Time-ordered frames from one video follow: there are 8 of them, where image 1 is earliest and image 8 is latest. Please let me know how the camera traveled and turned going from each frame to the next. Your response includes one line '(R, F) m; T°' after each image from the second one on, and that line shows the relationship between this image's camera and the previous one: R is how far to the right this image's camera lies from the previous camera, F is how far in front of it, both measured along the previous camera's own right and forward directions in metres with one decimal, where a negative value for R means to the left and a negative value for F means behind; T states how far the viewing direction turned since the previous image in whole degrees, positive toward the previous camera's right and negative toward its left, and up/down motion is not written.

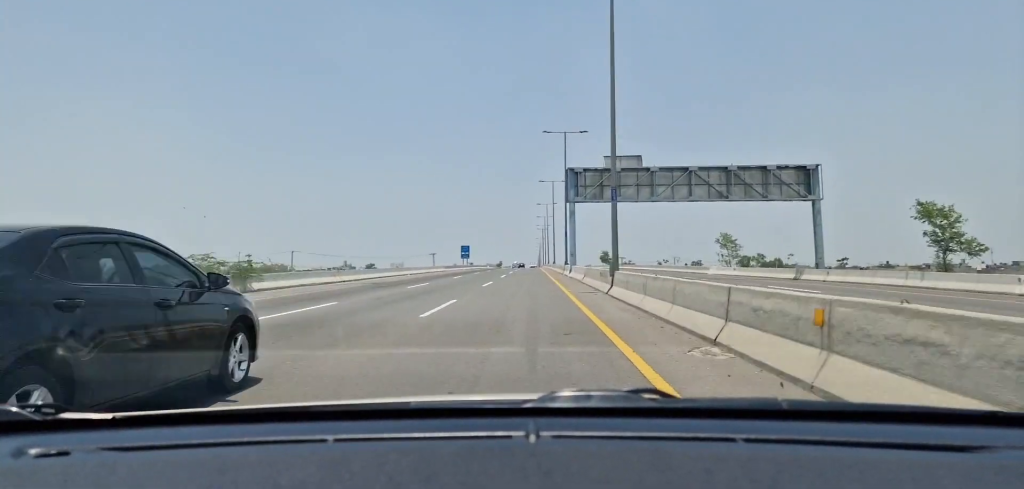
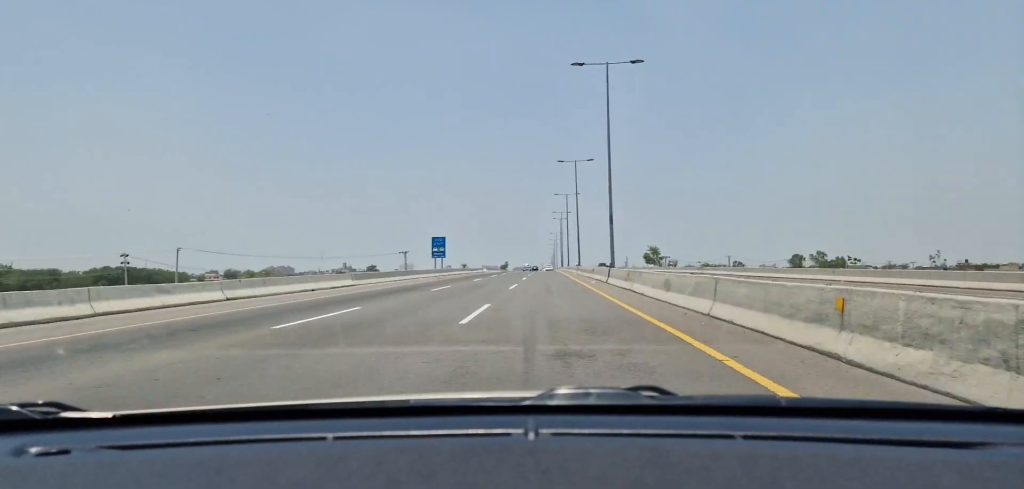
(-0.3, +55.3) m; -1°
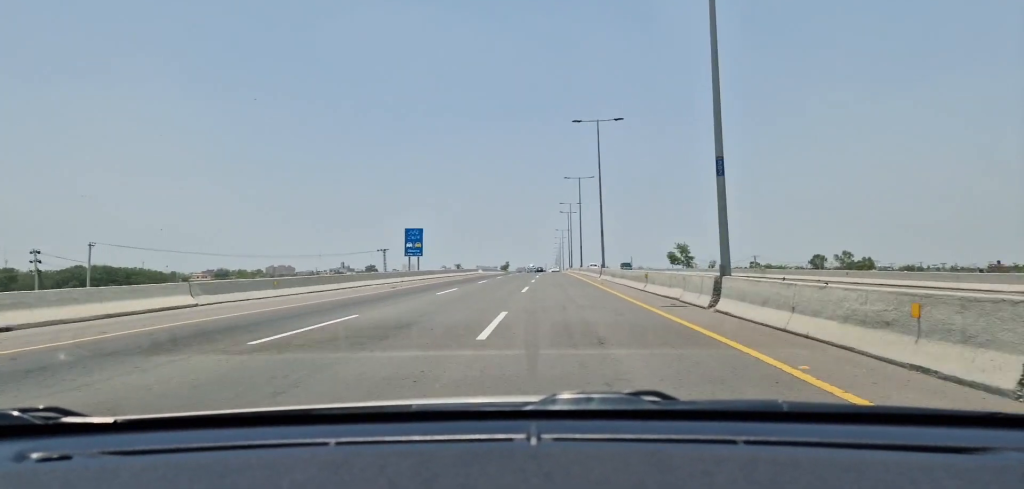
(0.0, +21.3) m; -1°
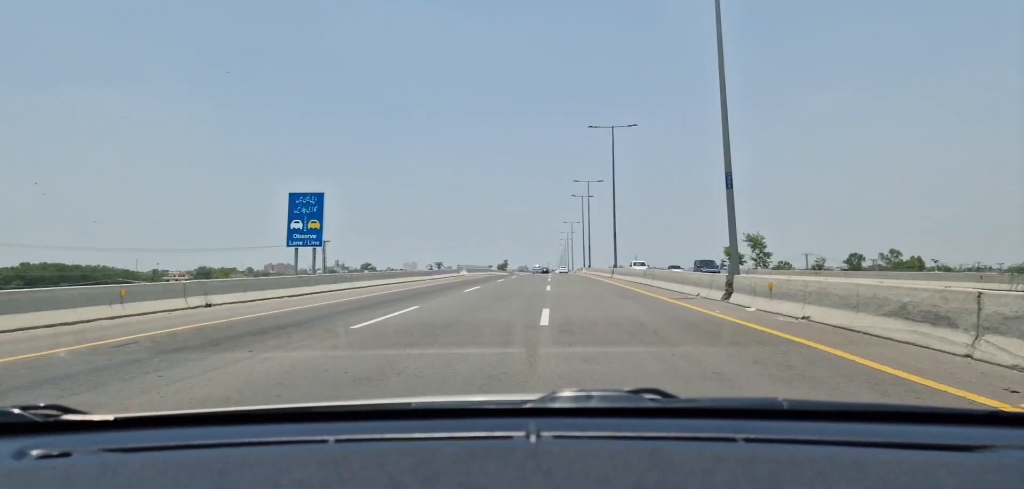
(-0.4, +31.6) m; 0°
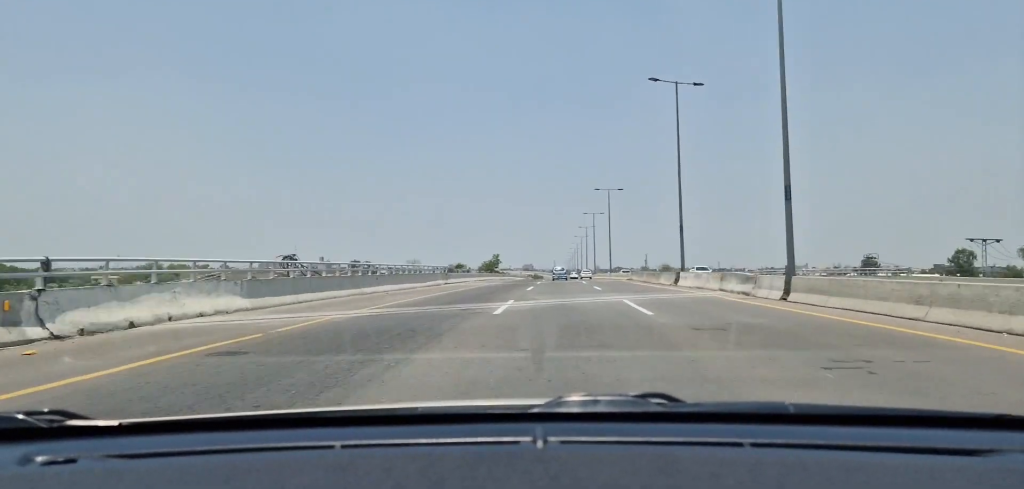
(+0.8, +67.2) m; +1°
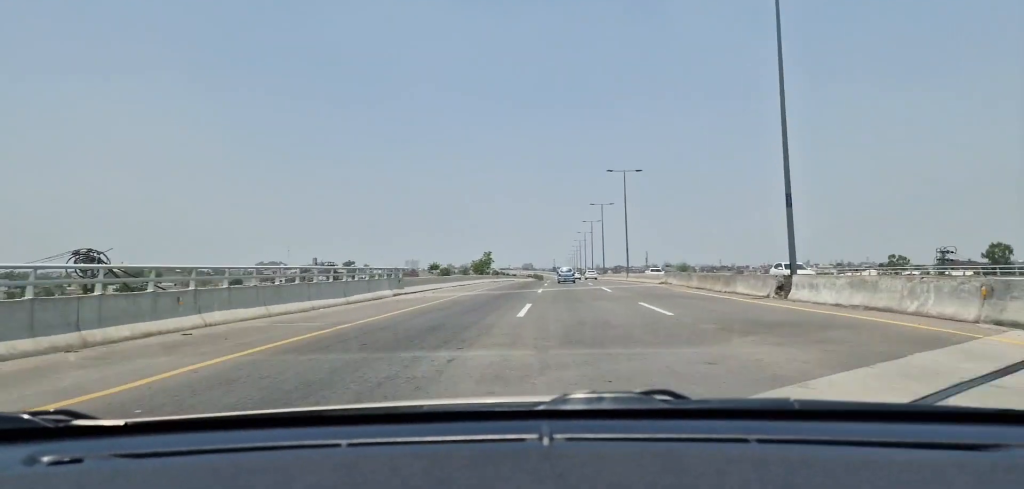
(+0.2, +18.3) m; 0°
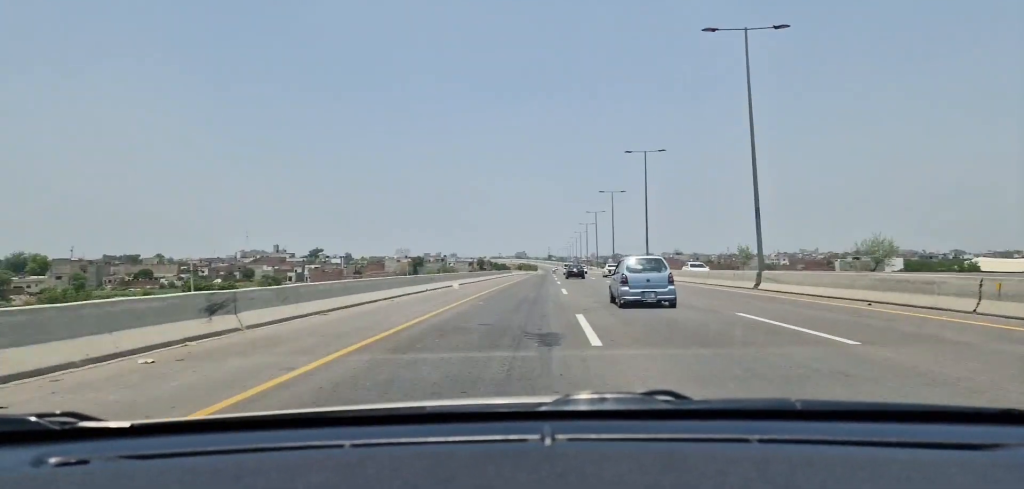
(+0.3, +79.0) m; +1°
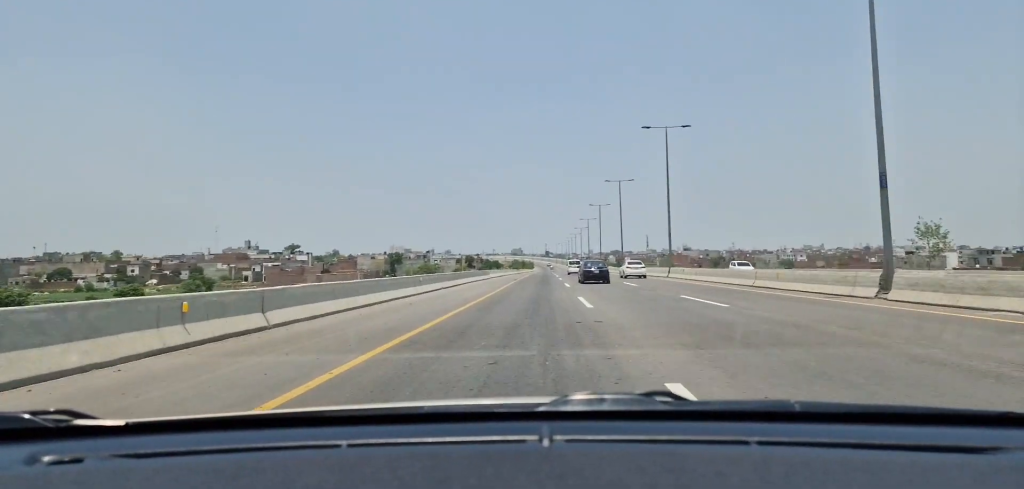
(+0.4, +45.5) m; 0°
